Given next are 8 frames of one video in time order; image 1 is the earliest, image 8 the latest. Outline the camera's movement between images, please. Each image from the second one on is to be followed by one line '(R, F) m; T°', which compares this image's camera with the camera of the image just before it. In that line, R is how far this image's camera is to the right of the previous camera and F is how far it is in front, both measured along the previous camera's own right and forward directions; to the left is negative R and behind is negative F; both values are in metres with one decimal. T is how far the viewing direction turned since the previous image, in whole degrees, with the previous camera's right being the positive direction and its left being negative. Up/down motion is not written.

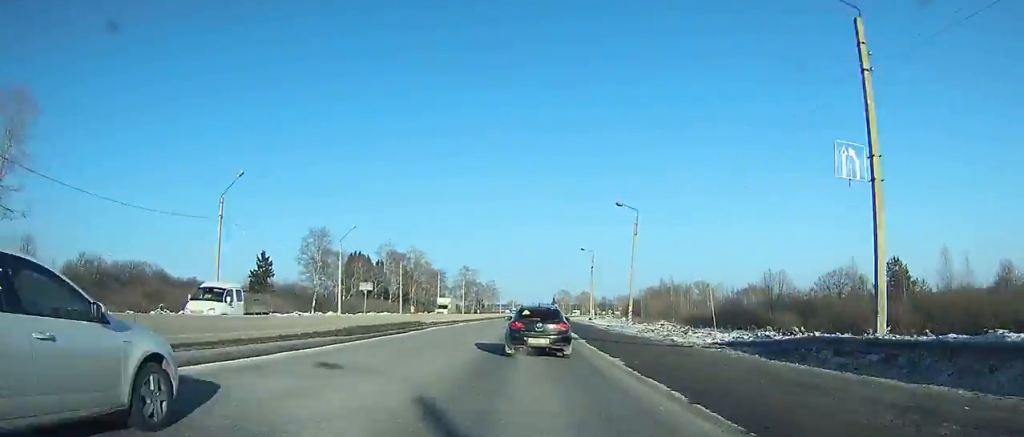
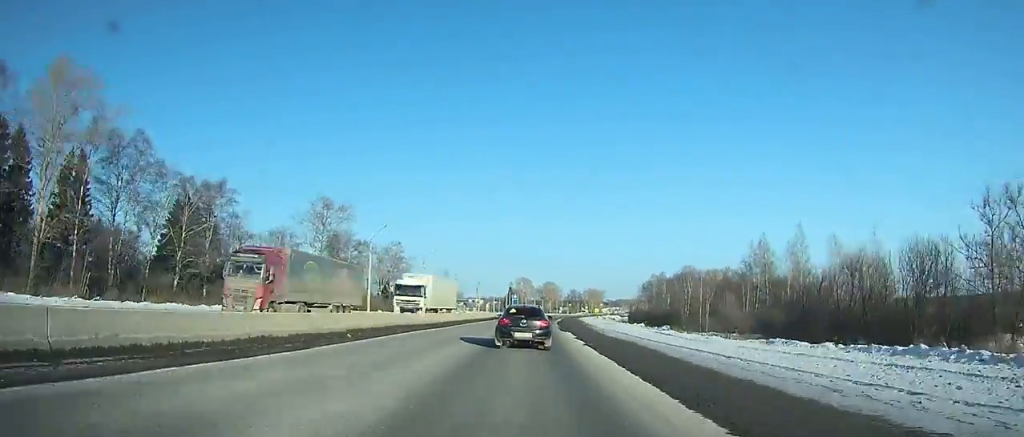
(+4.6, +137.2) m; +4°
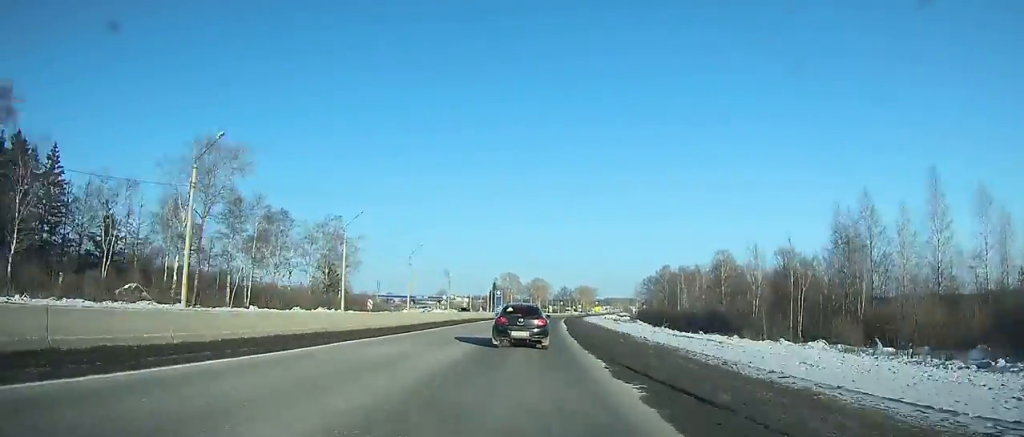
(+0.8, +39.5) m; +2°
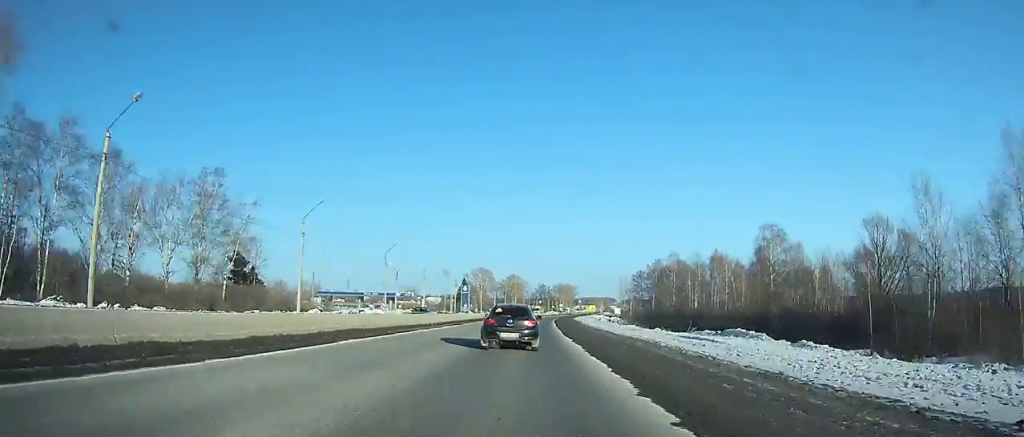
(+0.8, +36.3) m; +1°
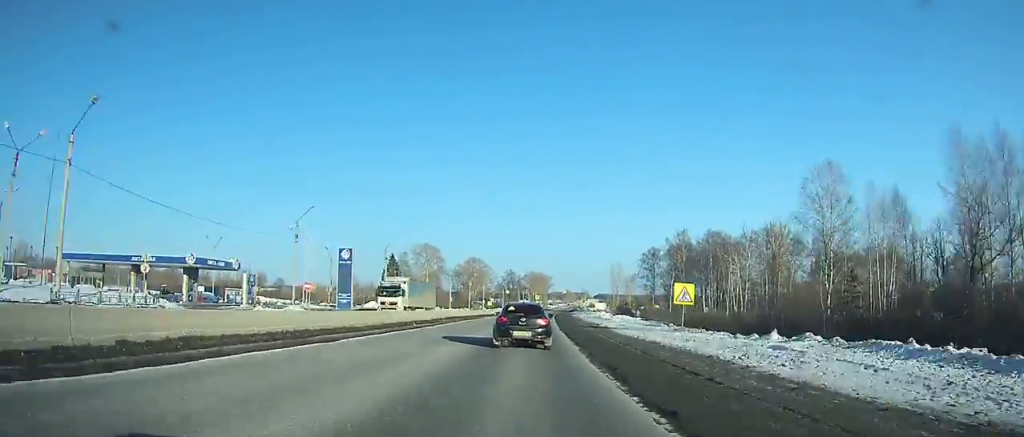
(+2.4, +85.7) m; +3°
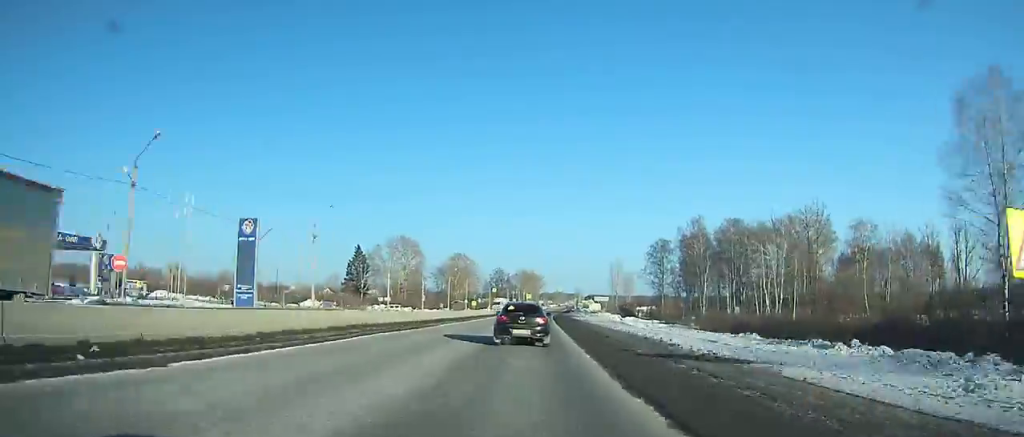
(+0.2, +25.5) m; +1°
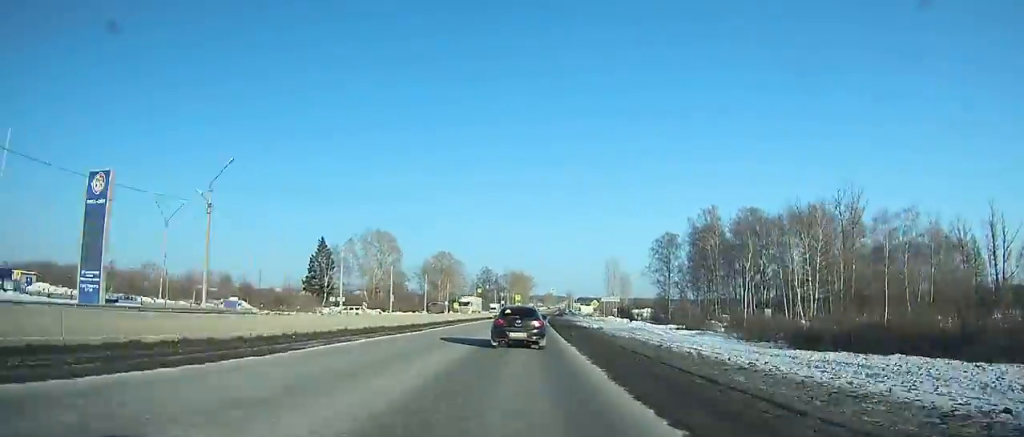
(+0.2, +19.6) m; +1°
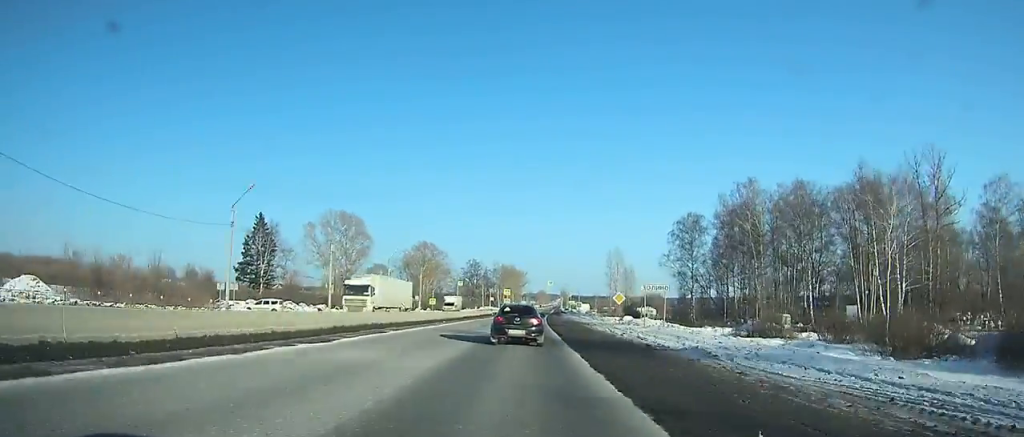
(+0.2, +28.1) m; +1°
